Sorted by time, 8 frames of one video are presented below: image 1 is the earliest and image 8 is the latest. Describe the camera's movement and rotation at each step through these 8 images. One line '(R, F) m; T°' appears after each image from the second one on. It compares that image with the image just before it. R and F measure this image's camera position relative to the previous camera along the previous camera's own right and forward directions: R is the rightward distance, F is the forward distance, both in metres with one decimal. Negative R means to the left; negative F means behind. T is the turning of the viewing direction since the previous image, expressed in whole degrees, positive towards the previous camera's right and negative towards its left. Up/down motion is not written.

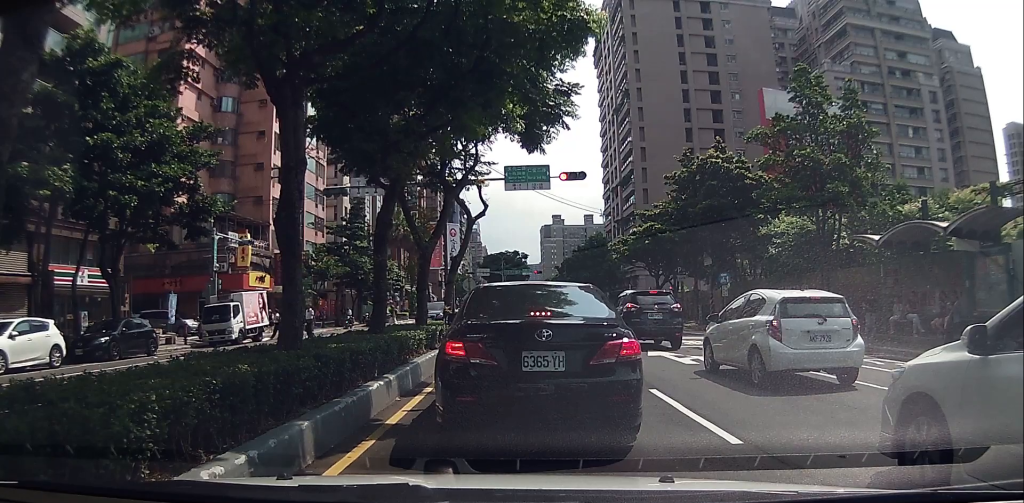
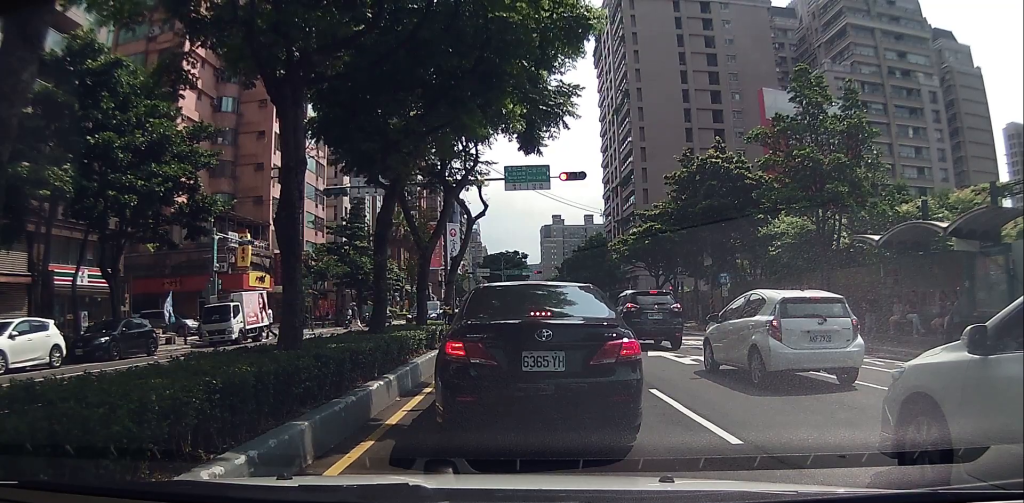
(0.0, 0.0) m; 0°
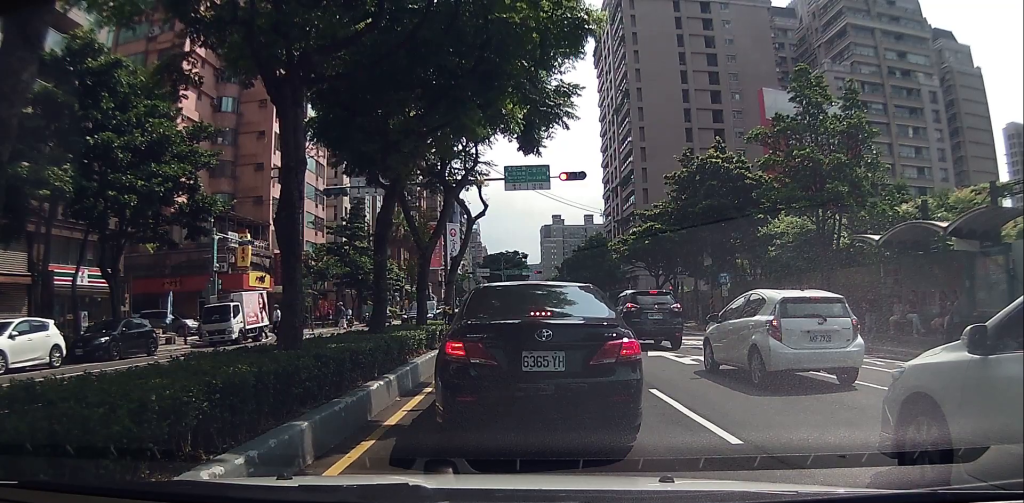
(0.0, 0.0) m; 0°
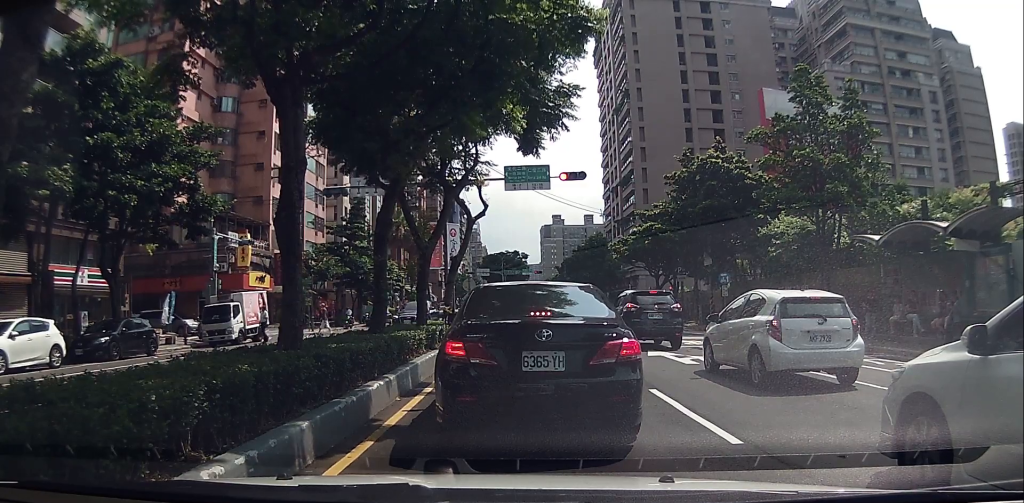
(0.0, 0.0) m; 0°
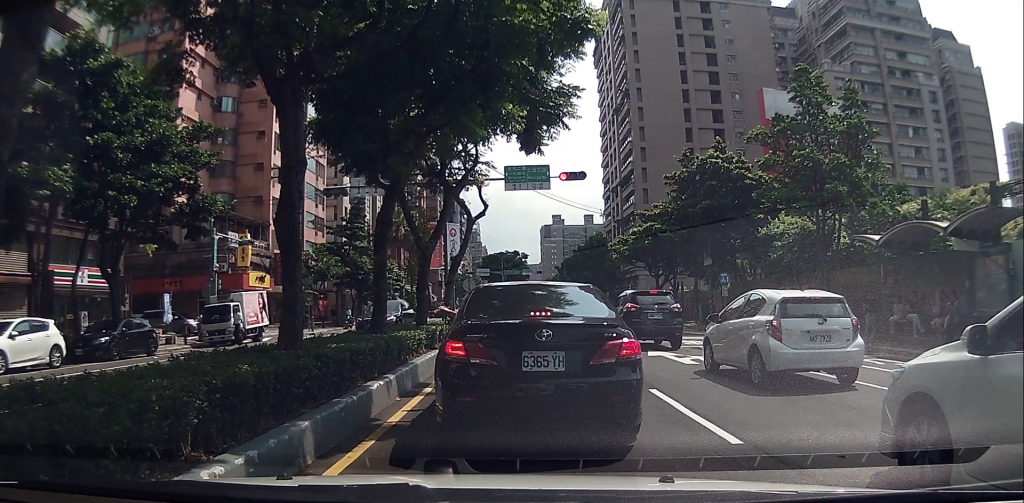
(0.0, 0.0) m; 0°
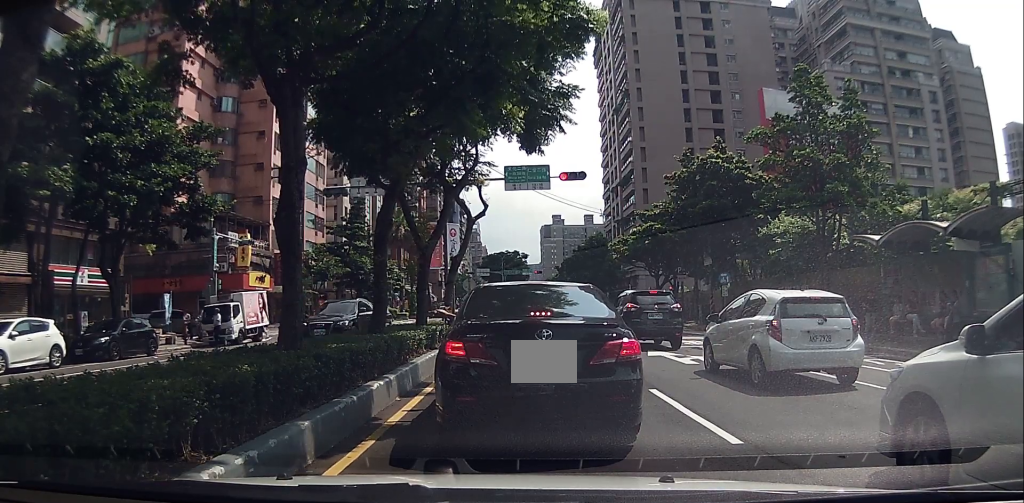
(0.0, 0.0) m; 0°
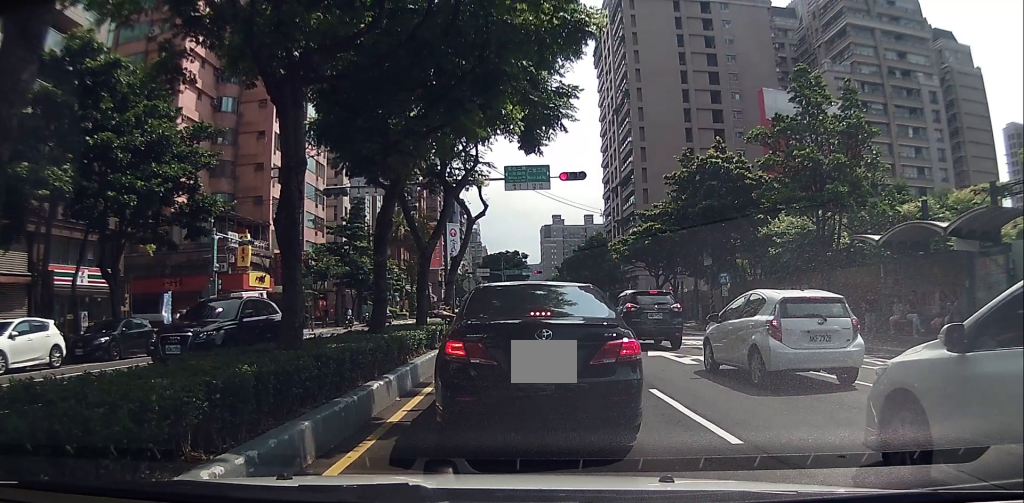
(0.0, 0.0) m; 0°
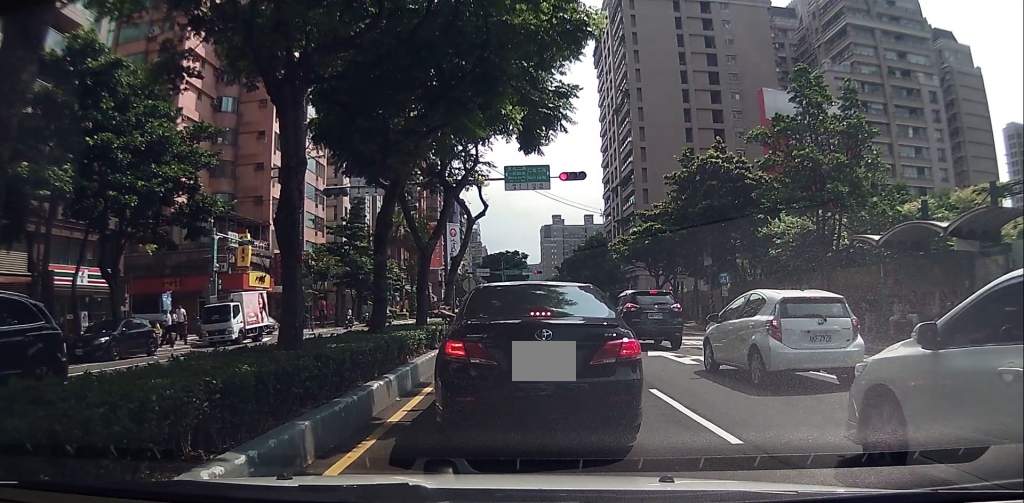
(0.0, 0.0) m; 0°
